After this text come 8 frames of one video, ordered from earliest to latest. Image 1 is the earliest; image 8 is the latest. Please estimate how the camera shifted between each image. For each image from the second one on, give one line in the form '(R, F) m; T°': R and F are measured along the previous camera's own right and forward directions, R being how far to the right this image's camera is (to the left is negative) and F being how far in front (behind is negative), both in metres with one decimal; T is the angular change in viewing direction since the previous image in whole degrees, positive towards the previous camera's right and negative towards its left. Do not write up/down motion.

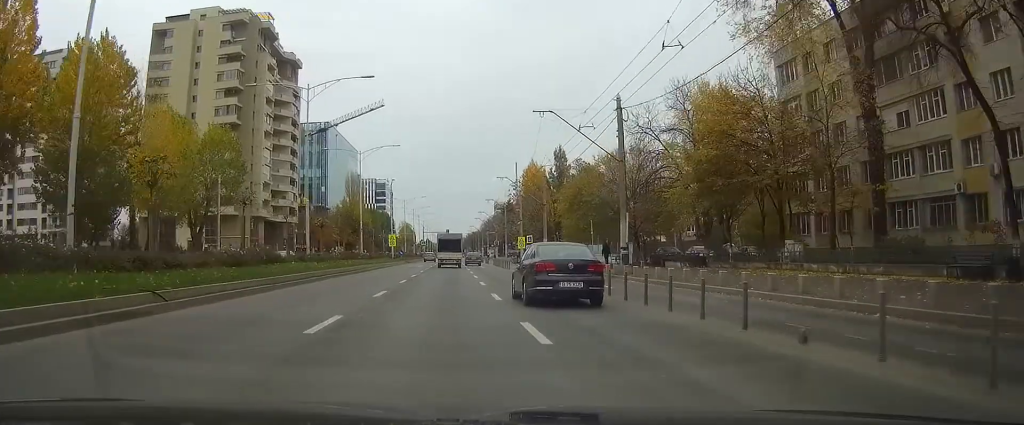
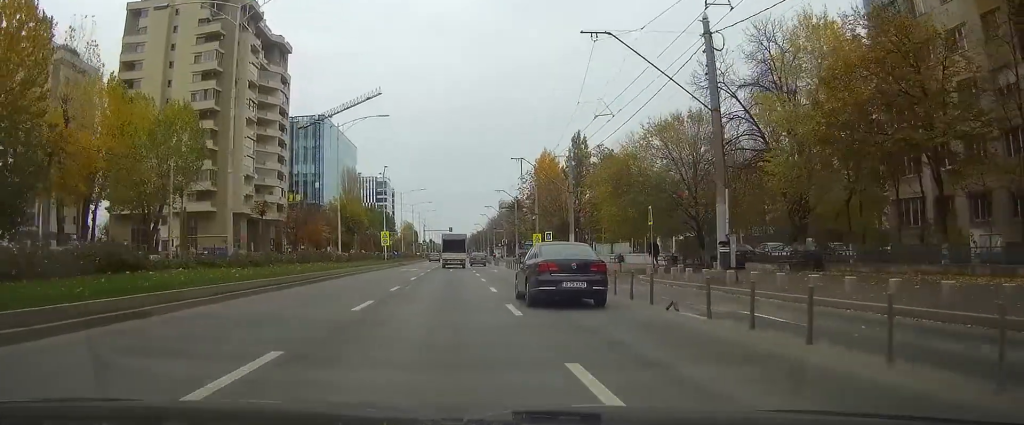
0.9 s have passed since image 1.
(-0.1, +13.9) m; 0°
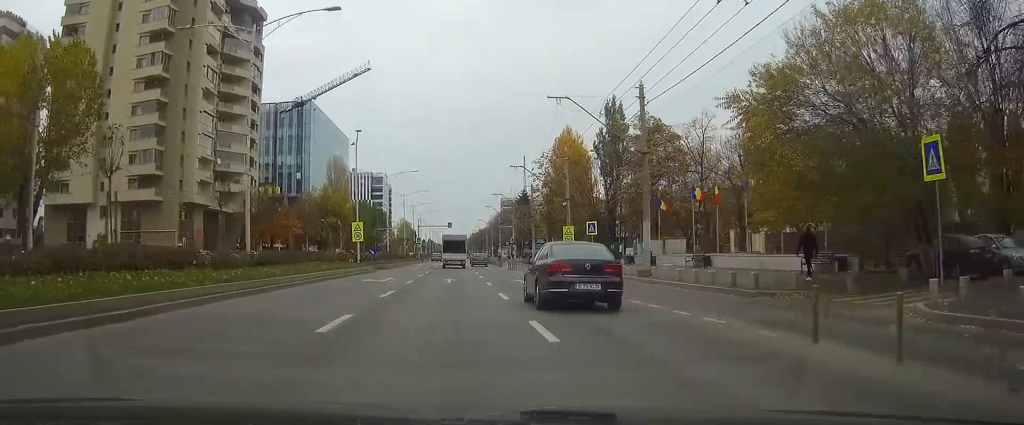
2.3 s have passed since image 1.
(0.0, +22.2) m; 0°
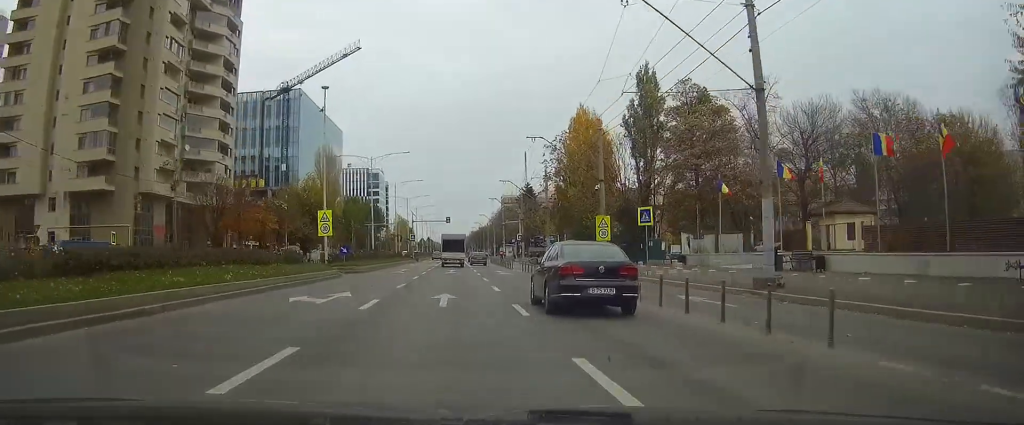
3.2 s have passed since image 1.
(0.0, +14.0) m; 0°
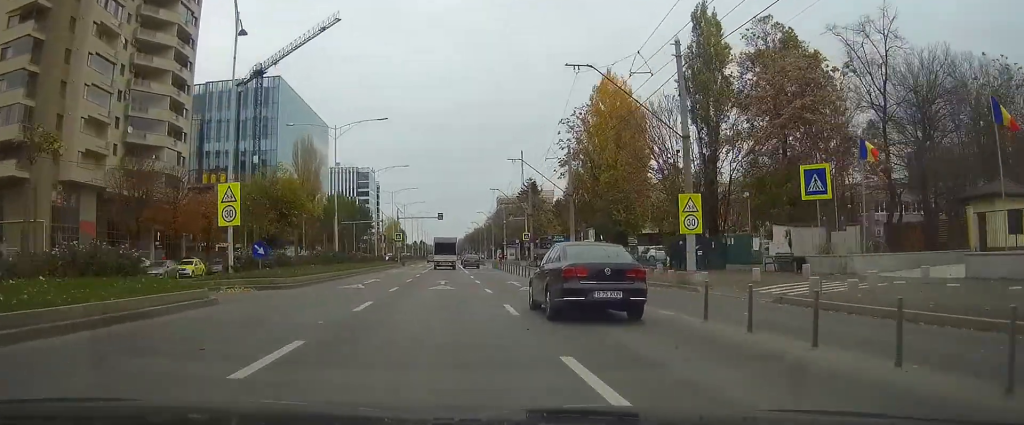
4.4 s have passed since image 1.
(-0.1, +17.7) m; 0°
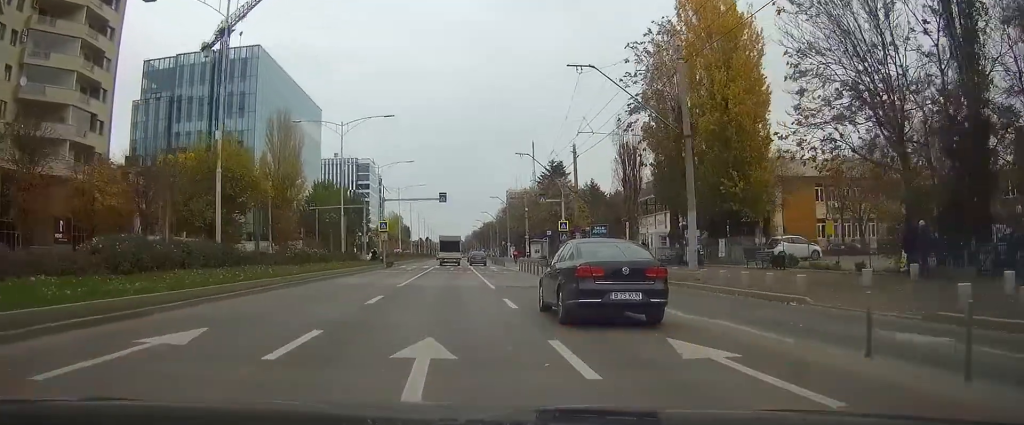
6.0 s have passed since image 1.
(0.0, +25.5) m; 0°
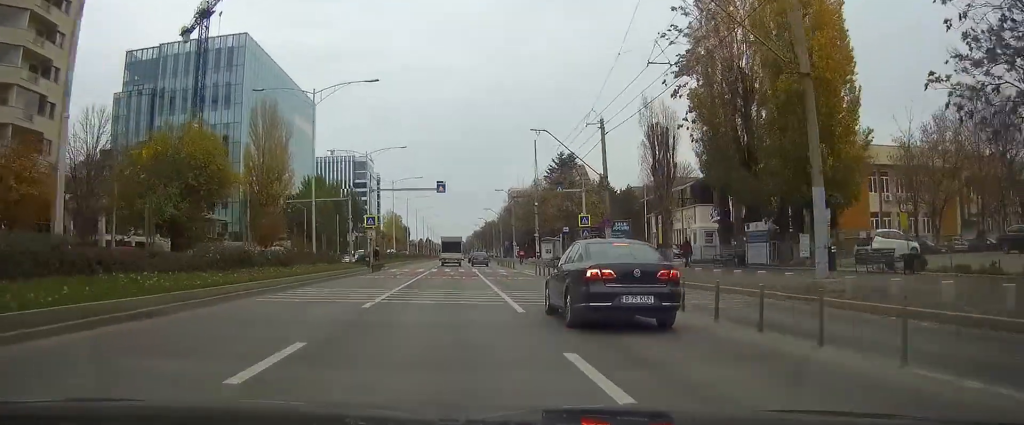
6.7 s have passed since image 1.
(0.0, +9.8) m; 0°
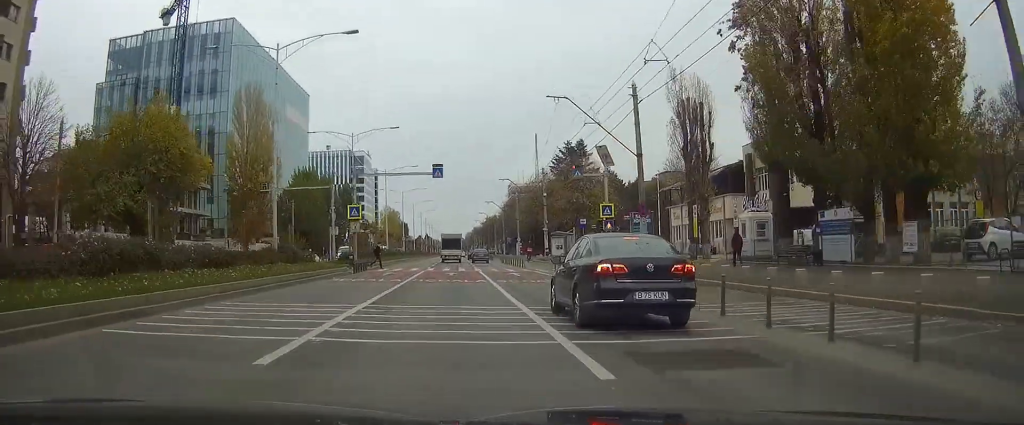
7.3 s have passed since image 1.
(+0.1, +7.9) m; 0°
